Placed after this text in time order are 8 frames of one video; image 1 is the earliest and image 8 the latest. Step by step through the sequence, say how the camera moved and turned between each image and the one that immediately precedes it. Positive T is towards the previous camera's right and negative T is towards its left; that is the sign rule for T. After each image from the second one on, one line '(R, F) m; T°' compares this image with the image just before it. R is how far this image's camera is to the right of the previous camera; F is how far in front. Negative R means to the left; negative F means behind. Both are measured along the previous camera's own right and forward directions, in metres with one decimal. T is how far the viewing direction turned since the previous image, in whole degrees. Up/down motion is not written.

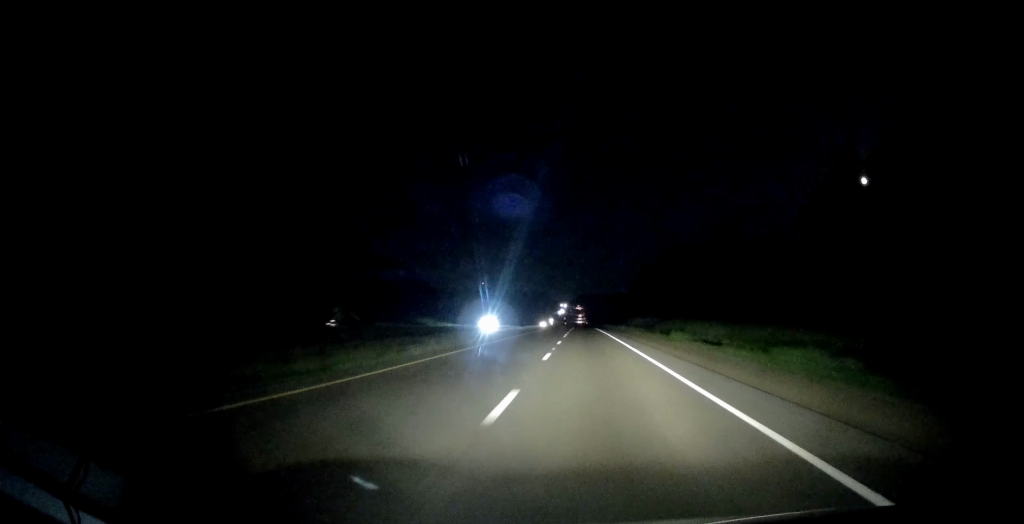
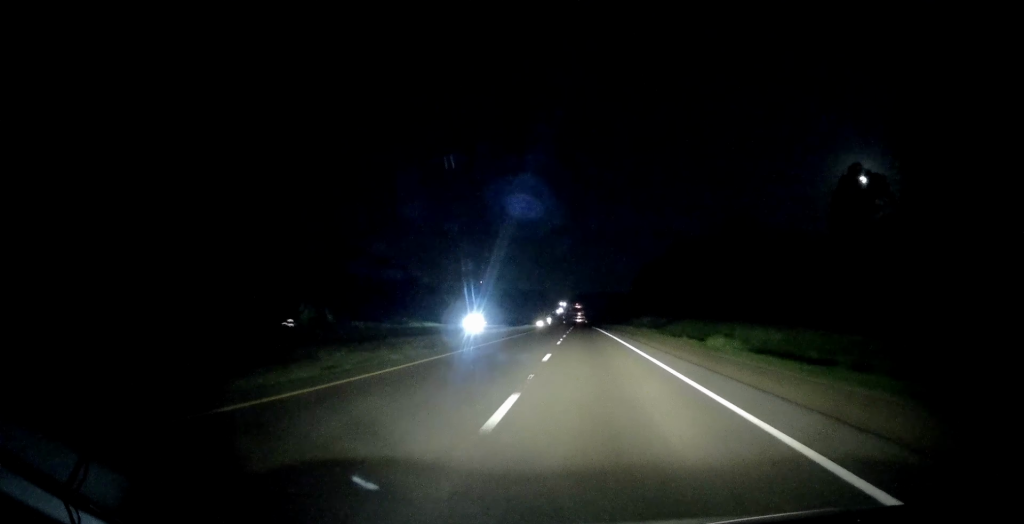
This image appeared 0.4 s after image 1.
(-0.1, +12.6) m; 0°
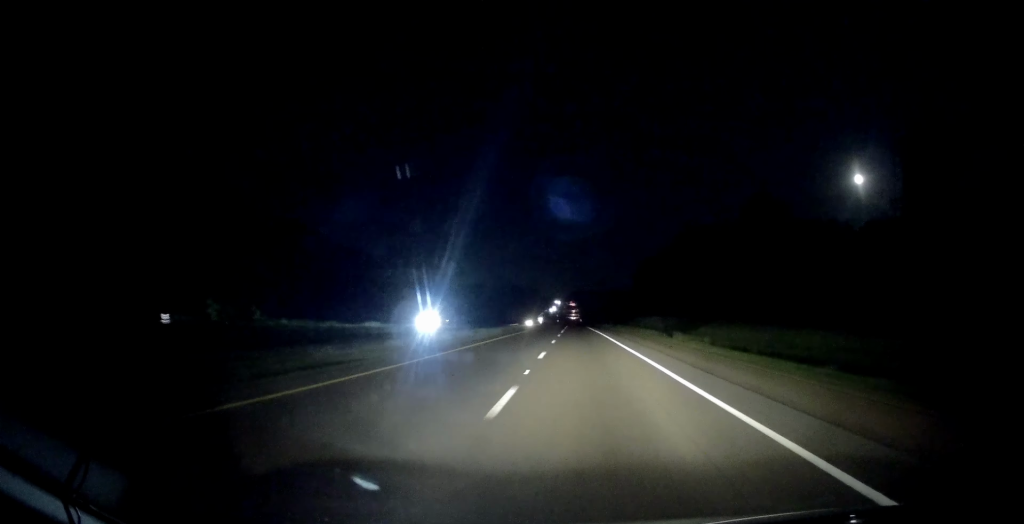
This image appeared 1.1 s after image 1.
(+0.3, +23.1) m; 0°
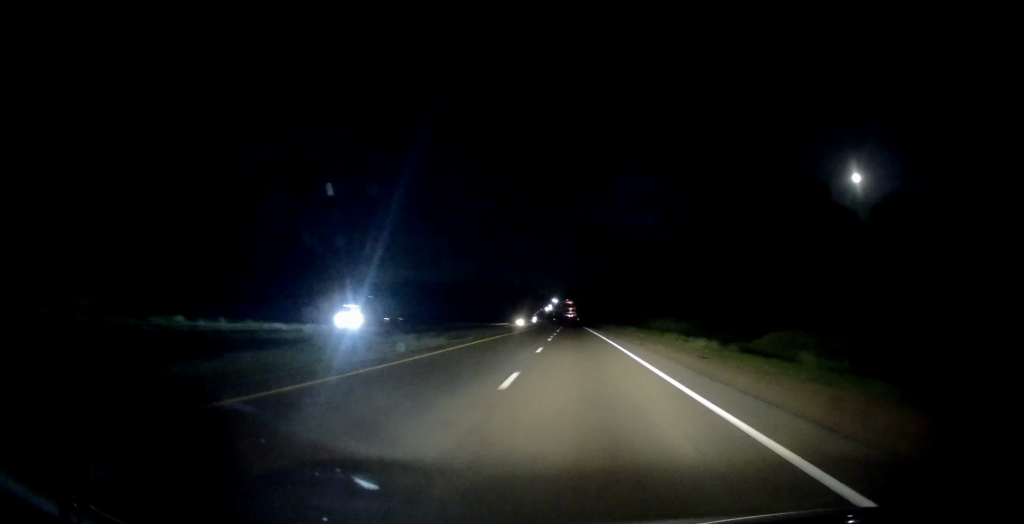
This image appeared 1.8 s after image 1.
(-0.1, +21.2) m; 0°
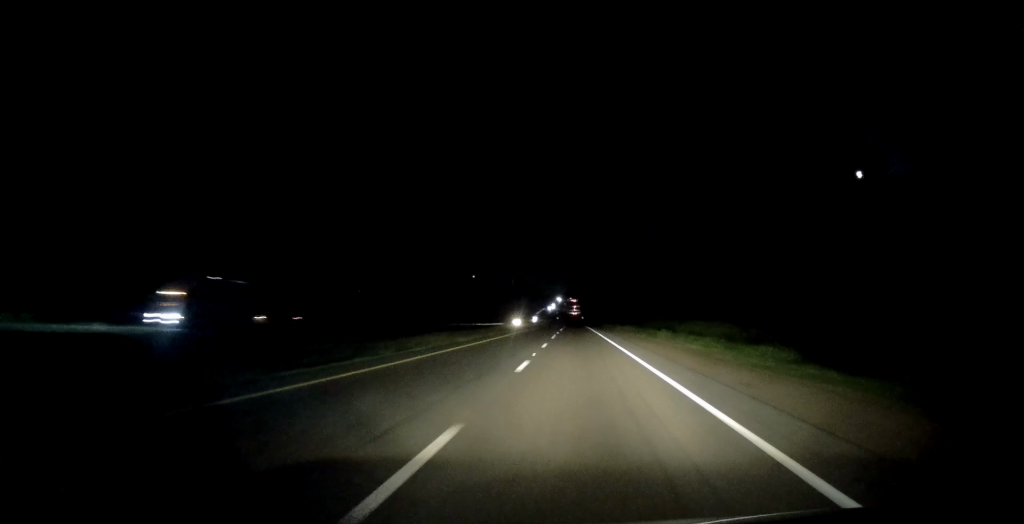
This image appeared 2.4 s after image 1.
(-0.1, +20.1) m; -1°
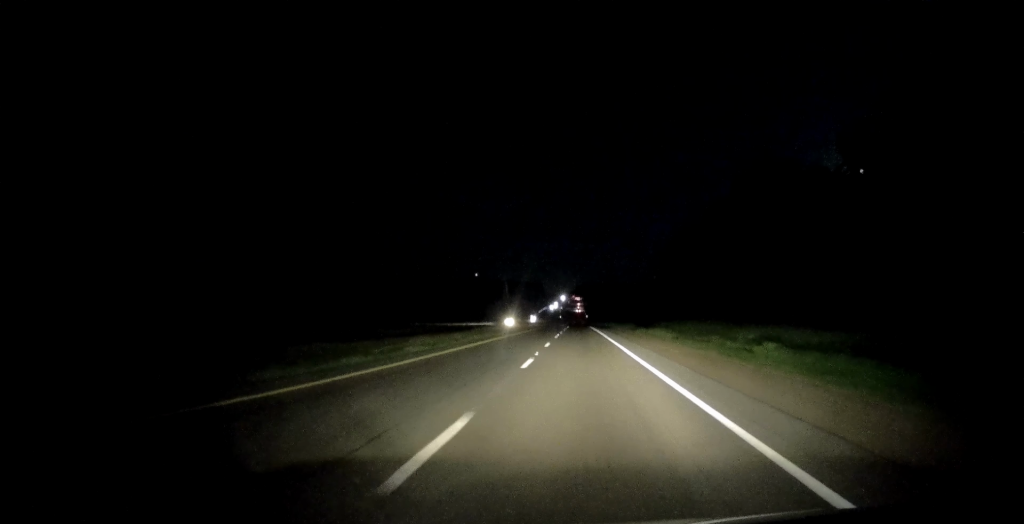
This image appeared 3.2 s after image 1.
(-0.1, +23.2) m; 0°
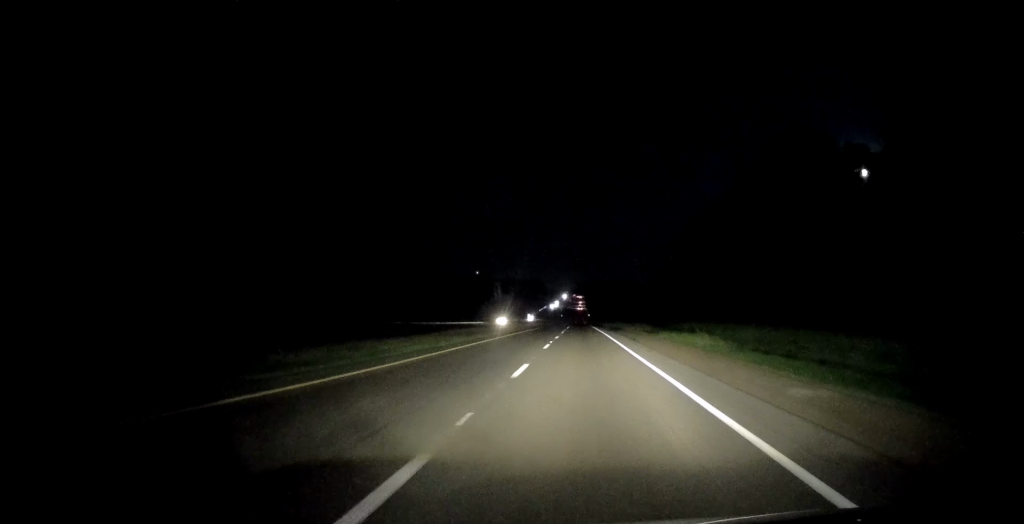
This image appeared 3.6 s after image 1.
(0.0, +14.7) m; 0°
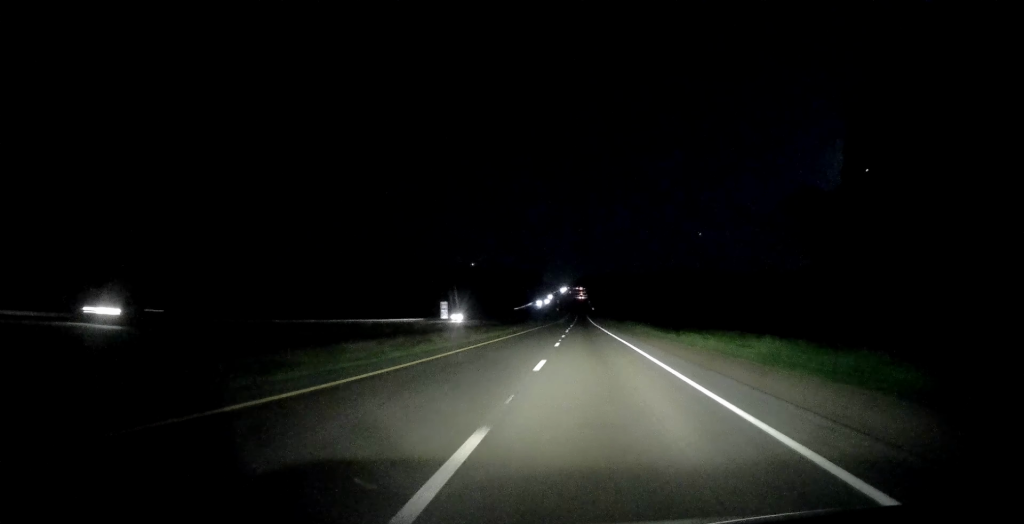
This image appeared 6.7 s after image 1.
(+0.4, +95.9) m; 0°
